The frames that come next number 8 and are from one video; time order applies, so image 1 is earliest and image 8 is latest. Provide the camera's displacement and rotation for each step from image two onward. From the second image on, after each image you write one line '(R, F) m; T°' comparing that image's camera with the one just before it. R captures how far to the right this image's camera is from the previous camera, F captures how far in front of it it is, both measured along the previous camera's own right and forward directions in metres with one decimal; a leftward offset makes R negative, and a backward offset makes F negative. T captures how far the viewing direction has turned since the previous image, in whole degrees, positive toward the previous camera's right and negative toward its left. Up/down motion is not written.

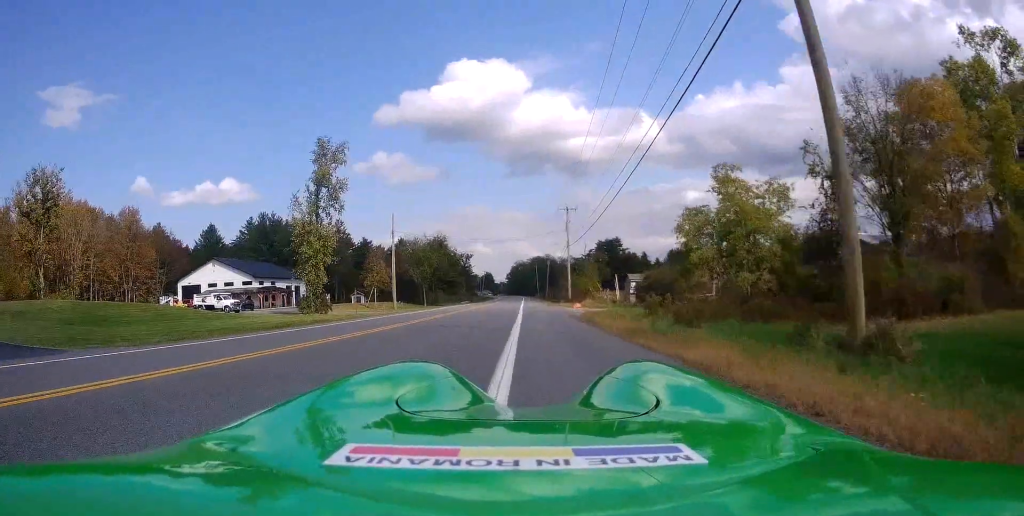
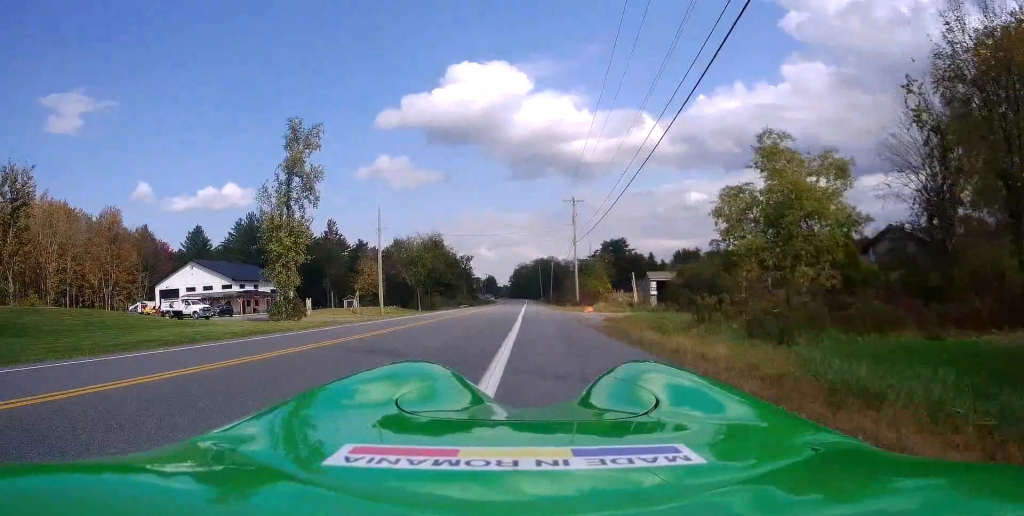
(0.0, +7.6) m; 0°
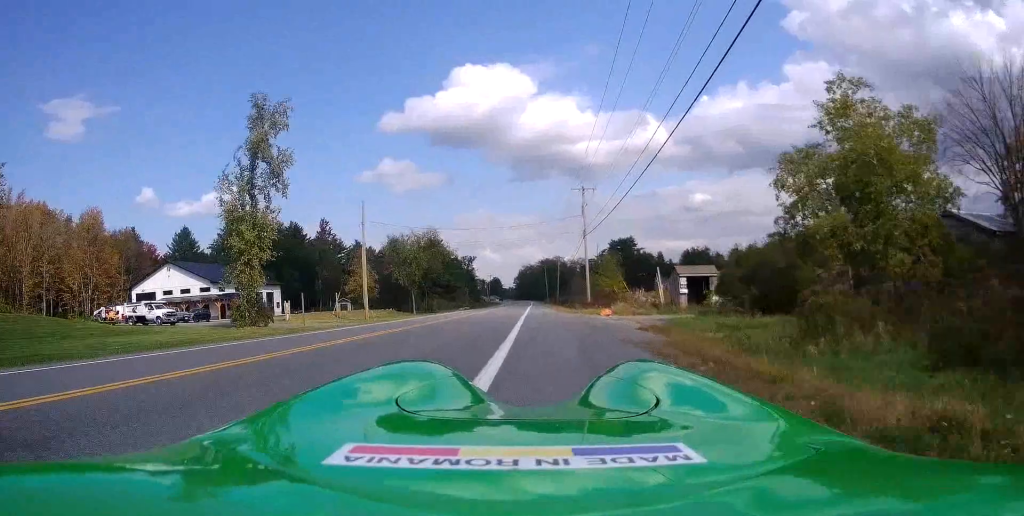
(0.0, +7.6) m; 0°
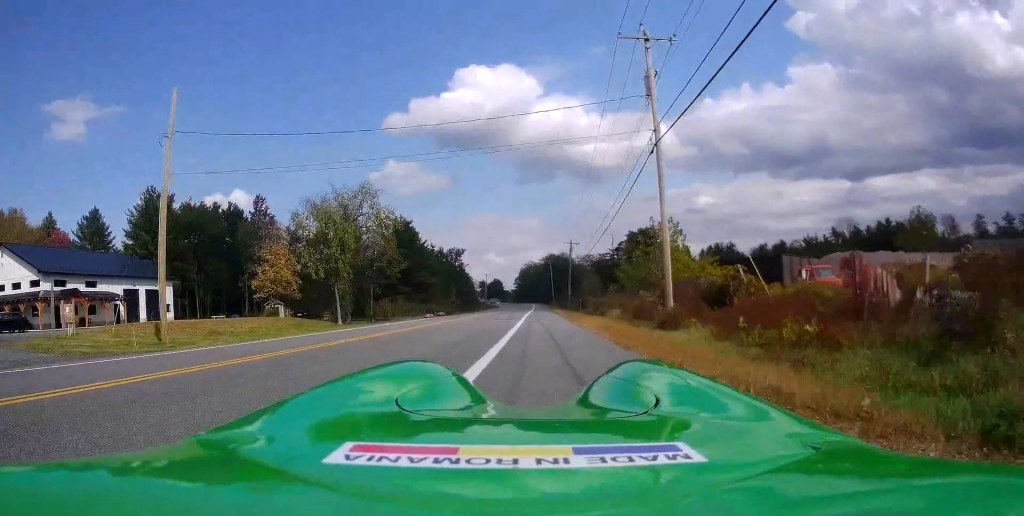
(-0.8, +32.1) m; -2°
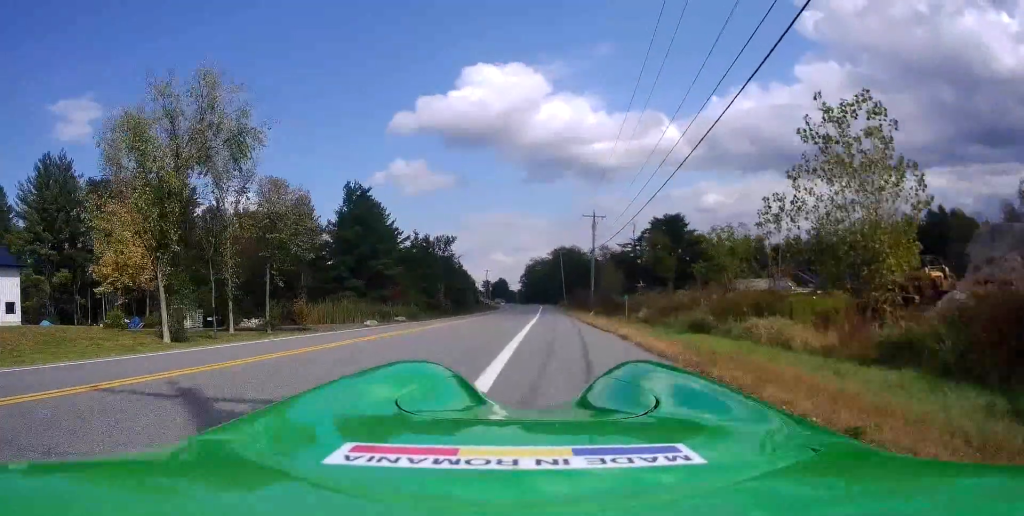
(+0.4, +26.0) m; +1°
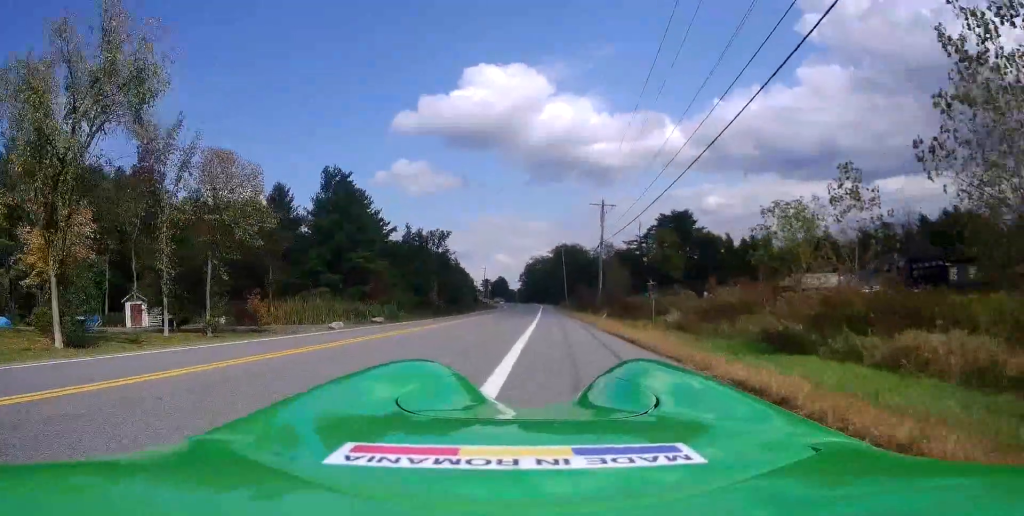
(-0.1, +7.3) m; -1°
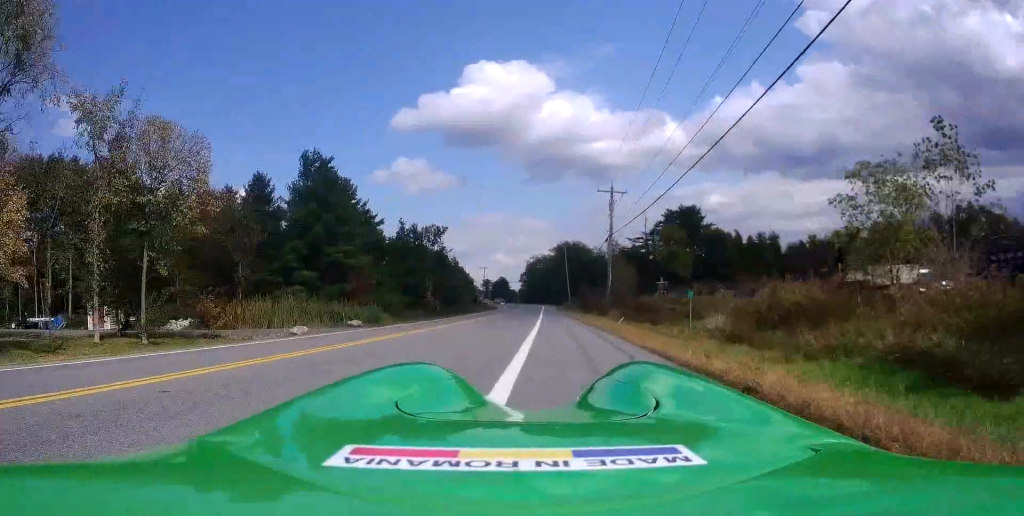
(0.0, +6.1) m; 0°
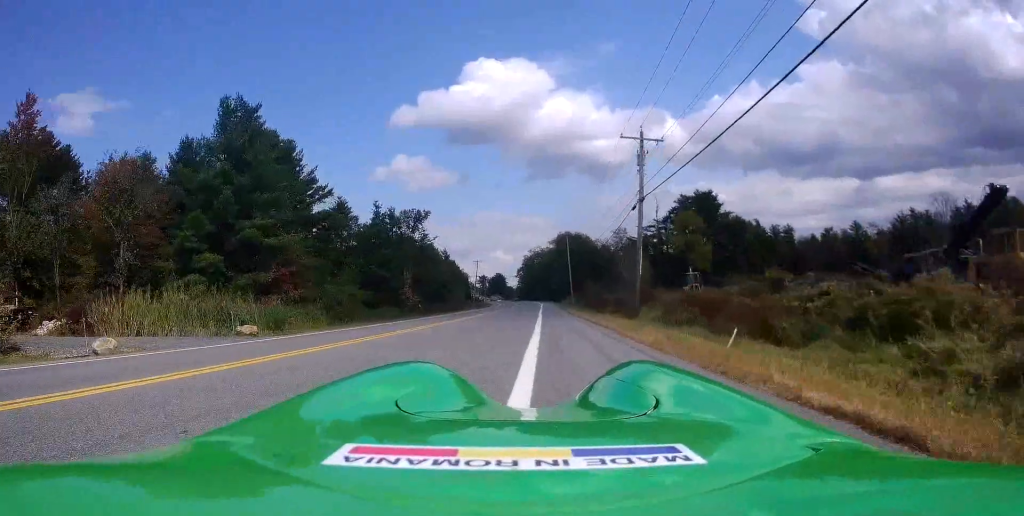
(0.0, +14.6) m; +1°
